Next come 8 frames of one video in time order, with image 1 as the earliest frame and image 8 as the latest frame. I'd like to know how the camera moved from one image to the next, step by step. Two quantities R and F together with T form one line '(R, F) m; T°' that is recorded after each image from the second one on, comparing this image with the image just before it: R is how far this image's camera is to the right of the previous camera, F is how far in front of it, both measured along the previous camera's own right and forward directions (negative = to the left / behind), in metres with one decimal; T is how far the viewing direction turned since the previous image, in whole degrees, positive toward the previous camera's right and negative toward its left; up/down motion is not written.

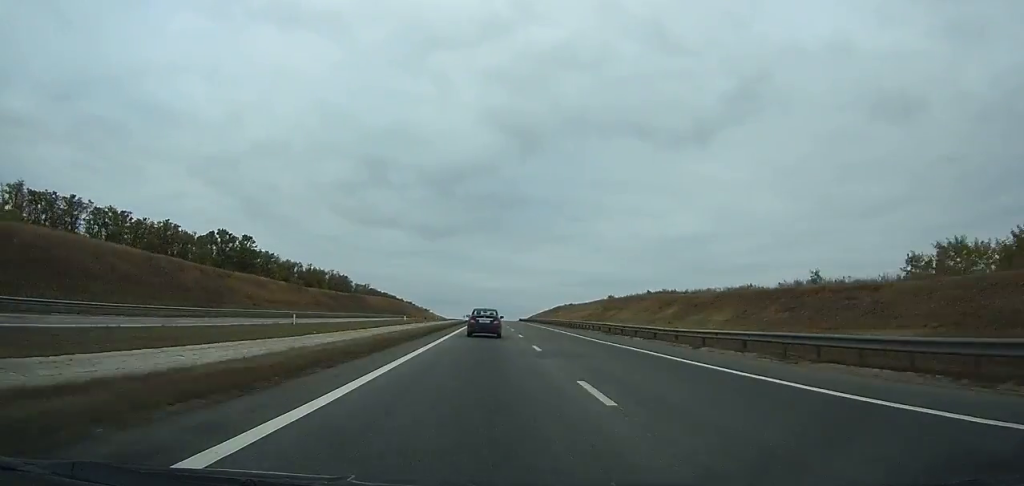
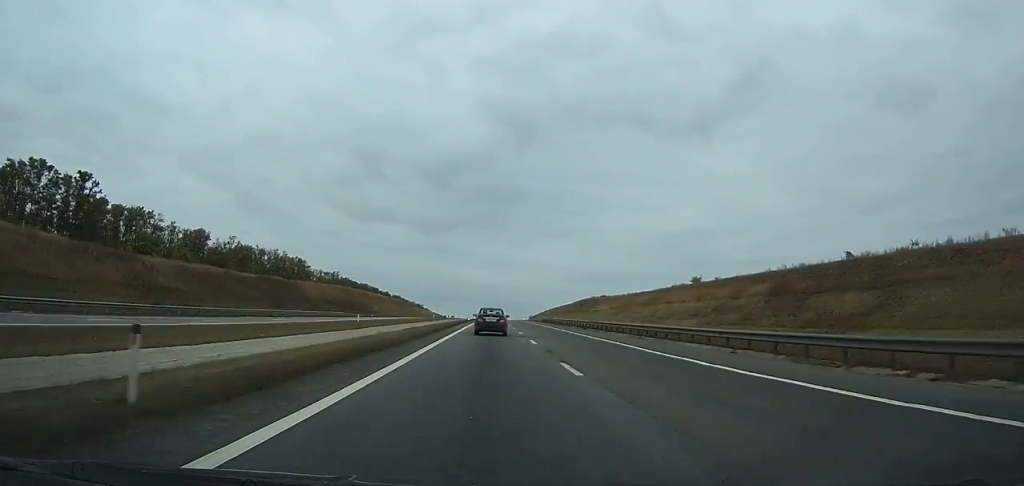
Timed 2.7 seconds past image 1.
(0.0, +80.0) m; 0°
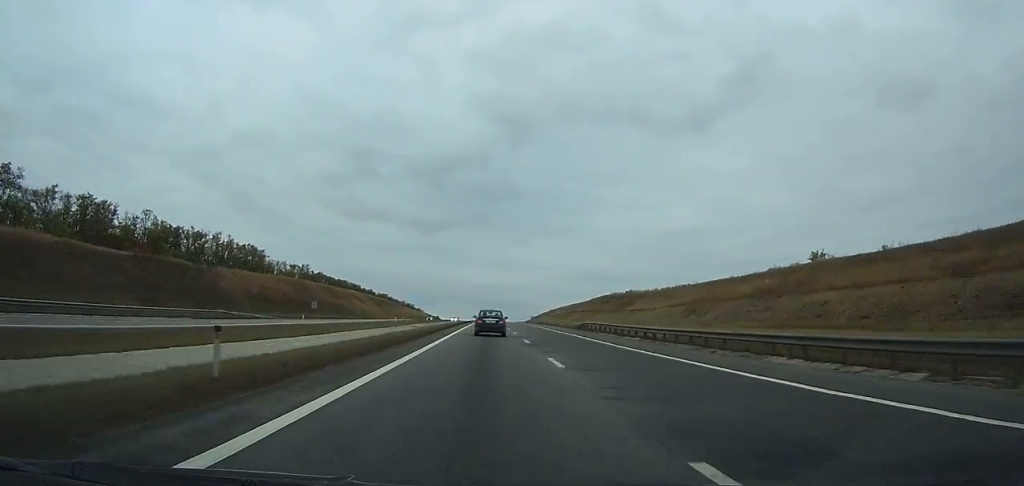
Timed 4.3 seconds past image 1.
(0.0, +47.6) m; 0°
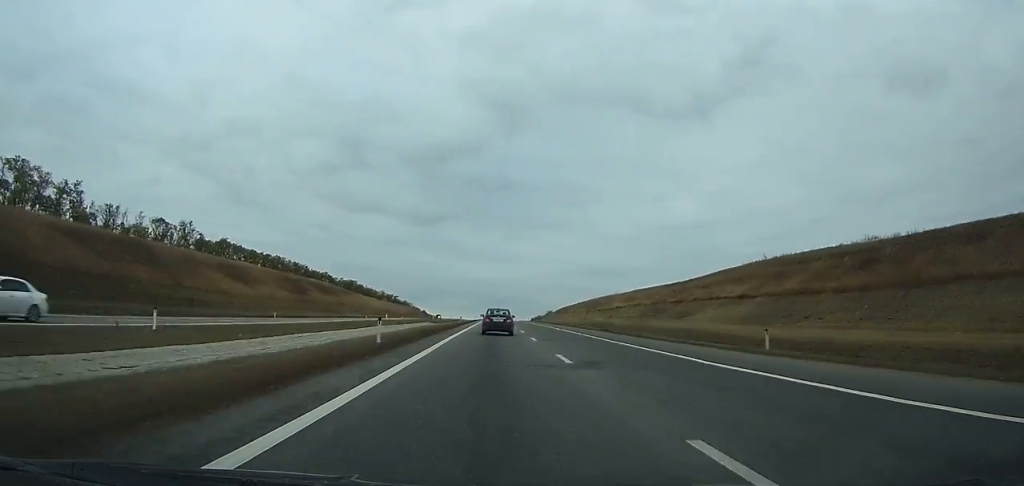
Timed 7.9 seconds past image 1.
(-0.1, +107.9) m; 0°
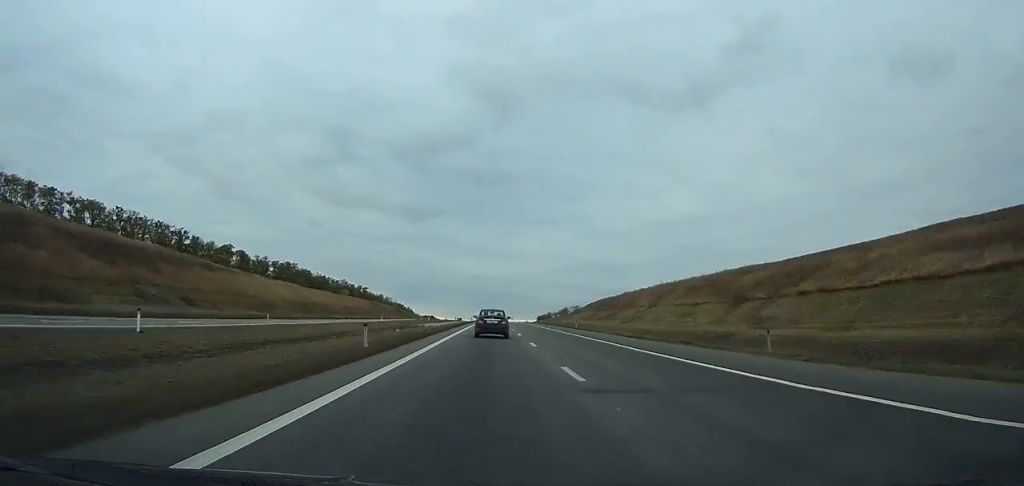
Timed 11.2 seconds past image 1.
(+0.2, +99.9) m; 0°
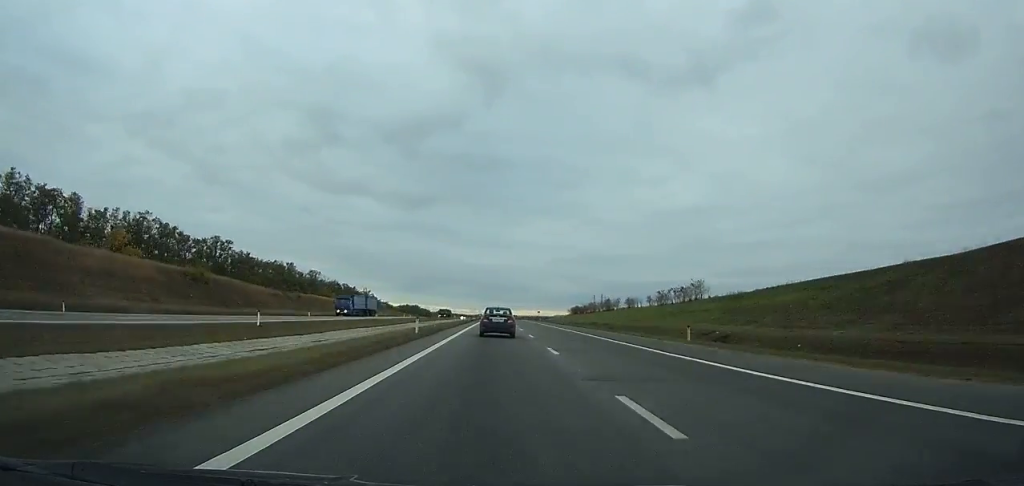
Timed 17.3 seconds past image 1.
(-0.2, +187.6) m; 0°
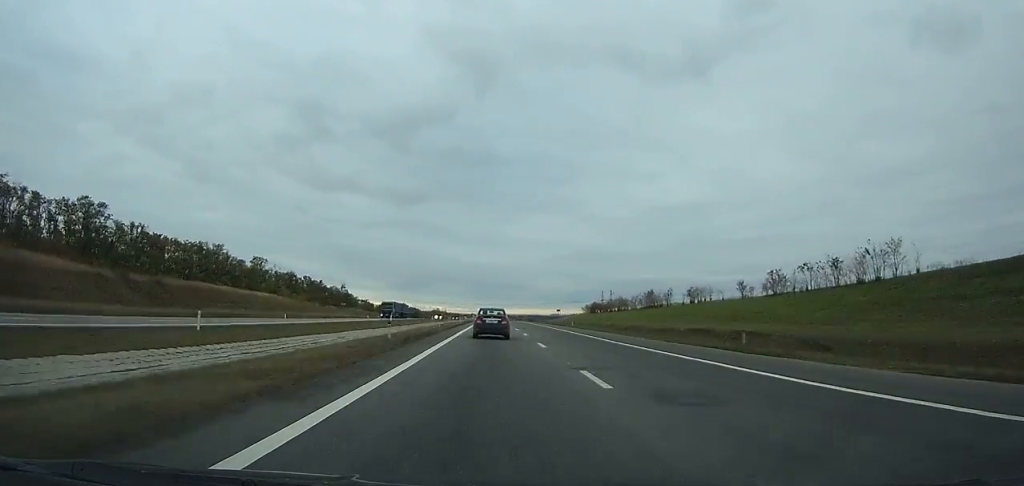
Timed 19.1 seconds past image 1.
(-0.1, +56.3) m; 0°
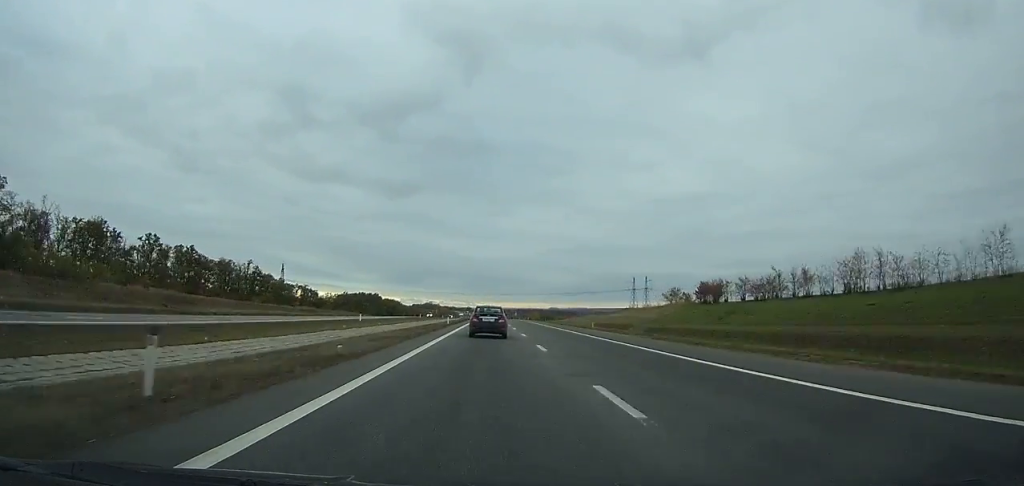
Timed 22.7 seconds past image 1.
(+0.4, +113.9) m; 0°
